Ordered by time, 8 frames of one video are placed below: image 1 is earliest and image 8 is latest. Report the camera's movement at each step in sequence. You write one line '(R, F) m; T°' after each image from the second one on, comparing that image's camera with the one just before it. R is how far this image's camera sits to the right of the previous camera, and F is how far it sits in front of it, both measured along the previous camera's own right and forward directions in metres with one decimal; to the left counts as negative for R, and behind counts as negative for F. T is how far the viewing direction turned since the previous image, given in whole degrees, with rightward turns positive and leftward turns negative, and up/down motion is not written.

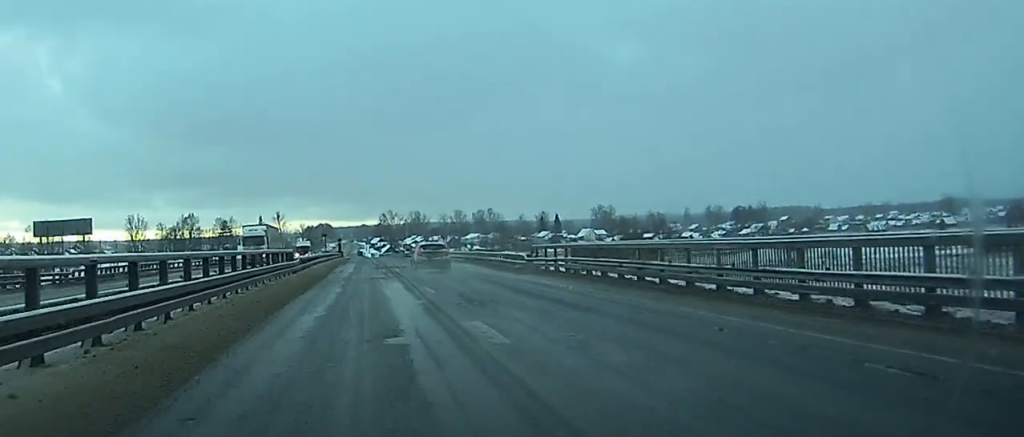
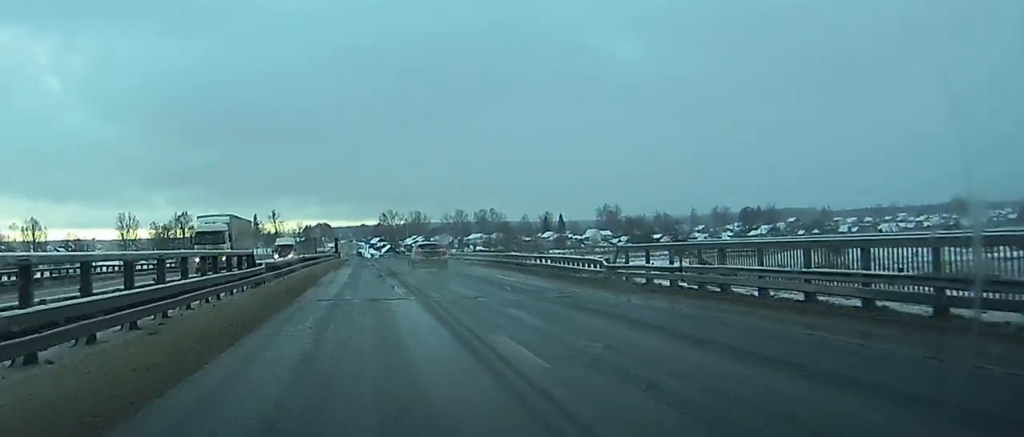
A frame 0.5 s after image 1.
(0.0, +14.3) m; 0°
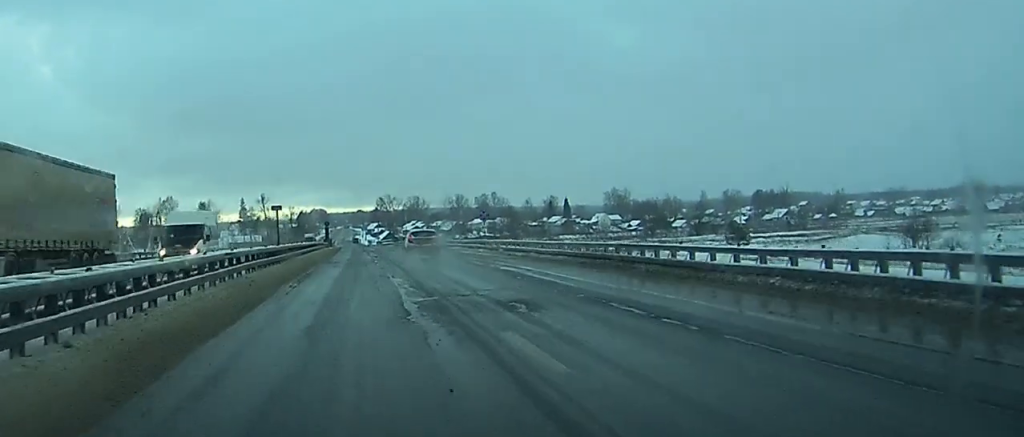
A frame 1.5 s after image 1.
(+0.1, +24.7) m; 0°
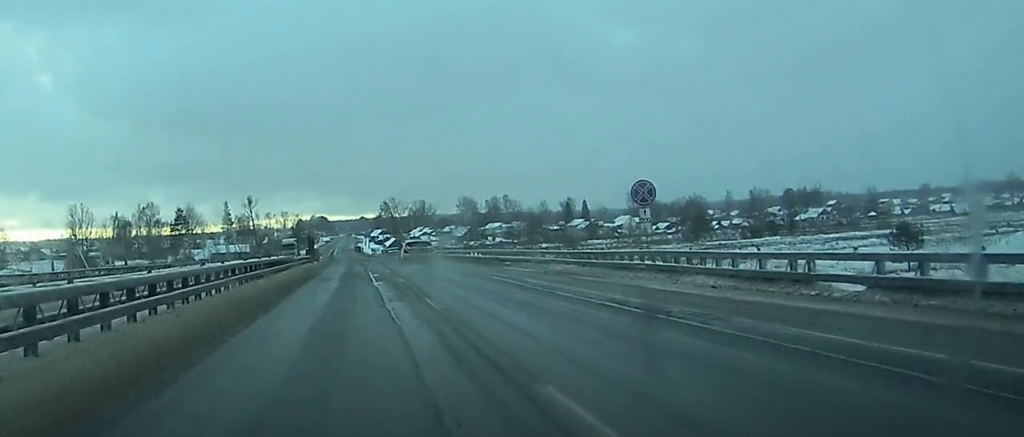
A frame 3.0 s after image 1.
(-0.2, +39.7) m; 0°
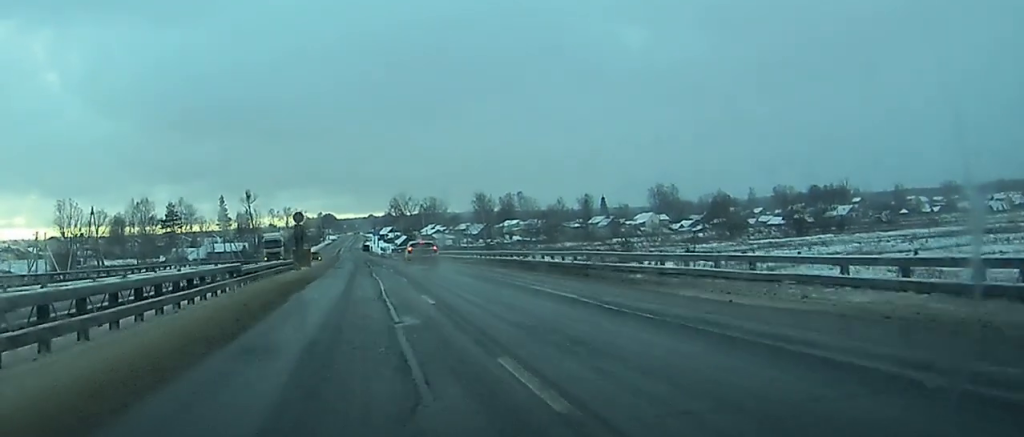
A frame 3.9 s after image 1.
(0.0, +22.0) m; 0°
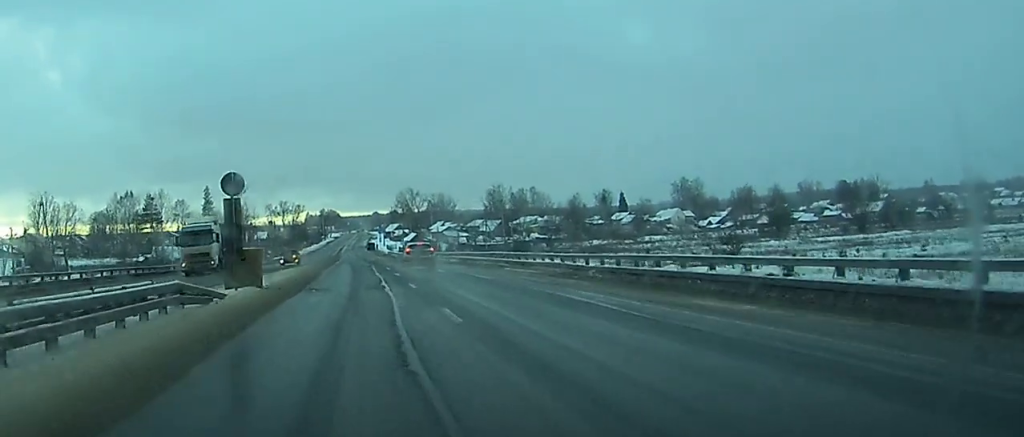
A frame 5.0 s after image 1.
(-0.1, +28.2) m; 0°
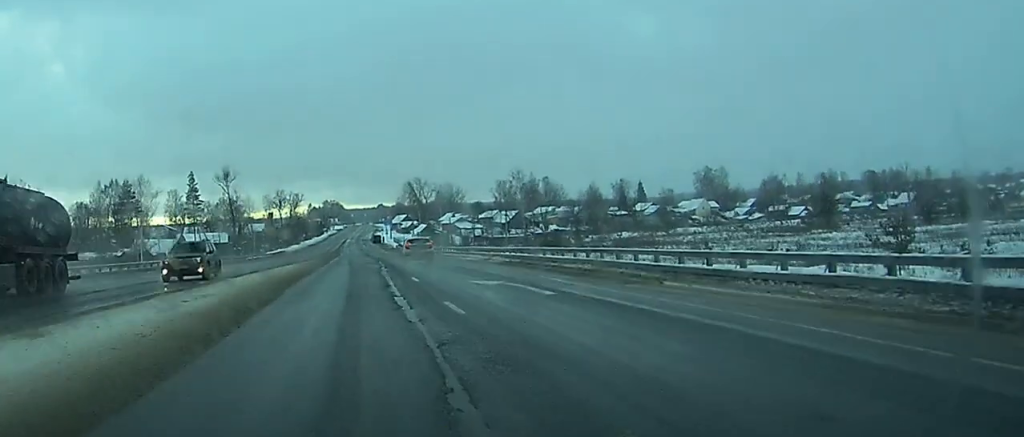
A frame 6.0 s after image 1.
(0.0, +23.6) m; 0°
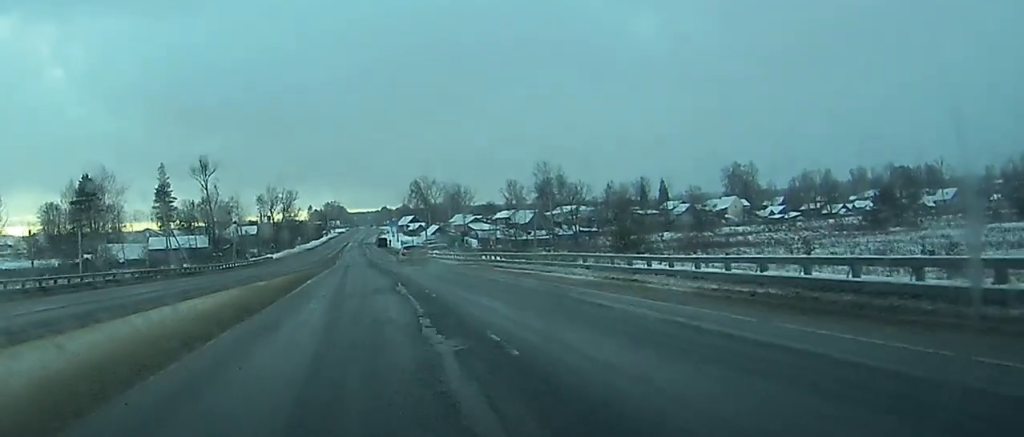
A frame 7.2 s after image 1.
(0.0, +28.7) m; -1°
